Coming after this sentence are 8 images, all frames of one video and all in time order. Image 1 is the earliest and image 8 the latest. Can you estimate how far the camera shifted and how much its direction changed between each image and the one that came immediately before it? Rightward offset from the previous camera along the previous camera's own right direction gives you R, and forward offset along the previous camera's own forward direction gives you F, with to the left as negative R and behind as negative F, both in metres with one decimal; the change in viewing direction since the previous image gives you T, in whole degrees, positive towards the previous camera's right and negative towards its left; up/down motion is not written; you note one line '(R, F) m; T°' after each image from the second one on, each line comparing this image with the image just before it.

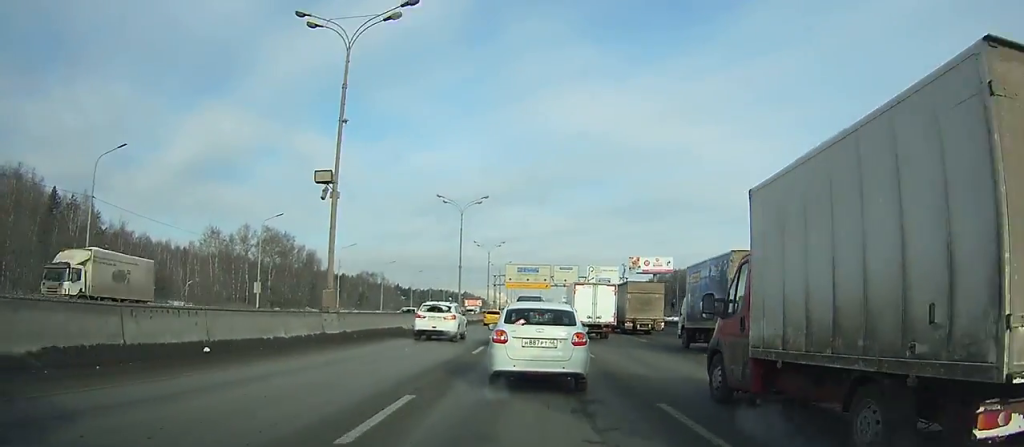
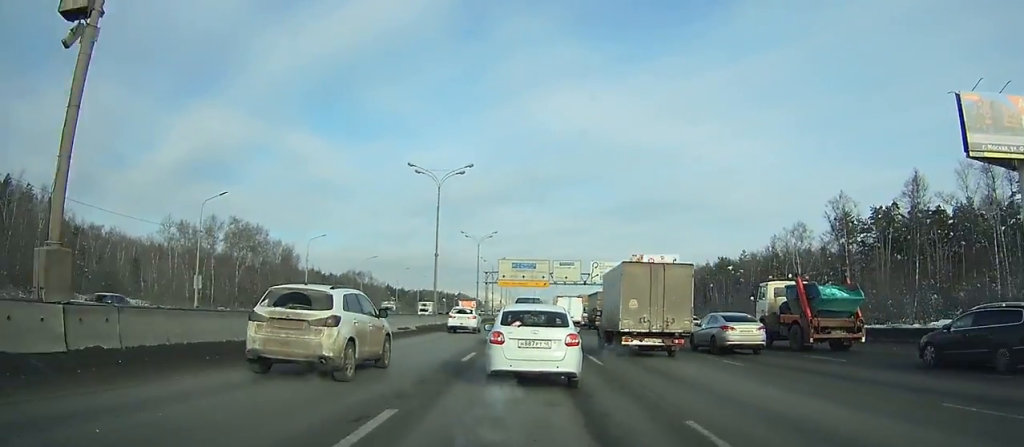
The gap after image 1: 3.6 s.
(+0.1, +14.5) m; 0°
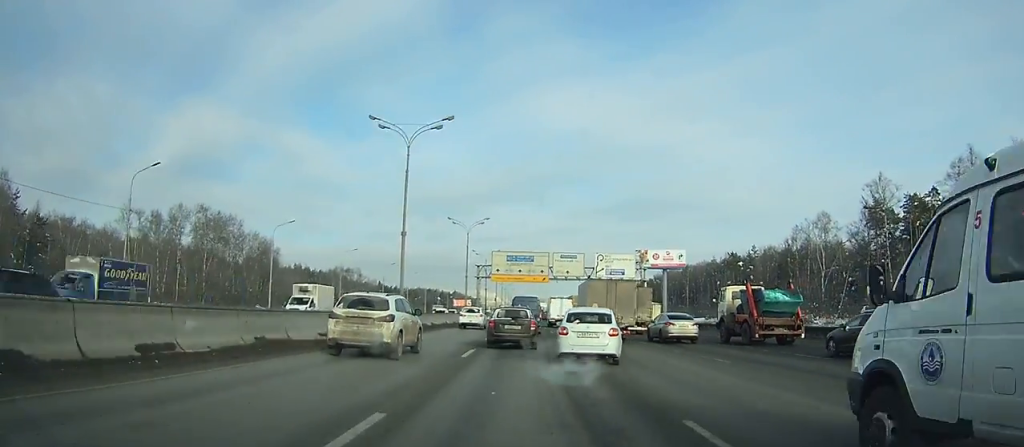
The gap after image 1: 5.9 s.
(0.0, +11.6) m; 0°
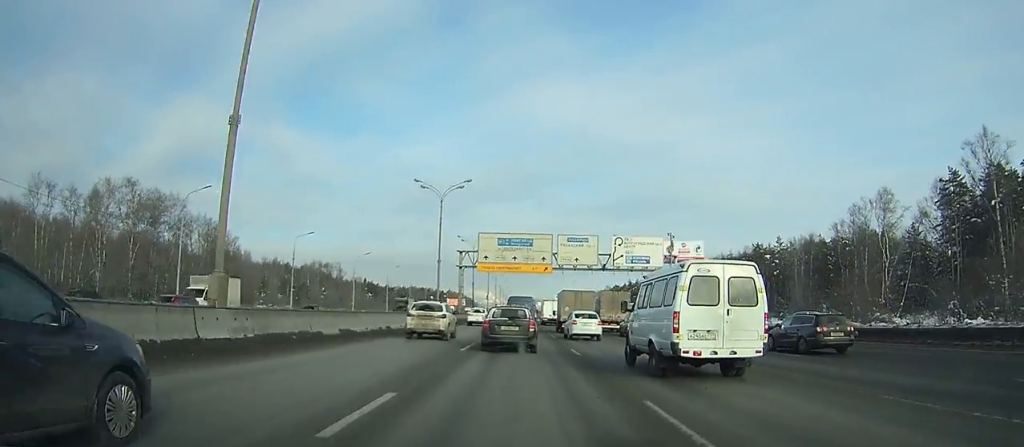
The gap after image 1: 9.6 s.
(0.0, +21.8) m; 0°
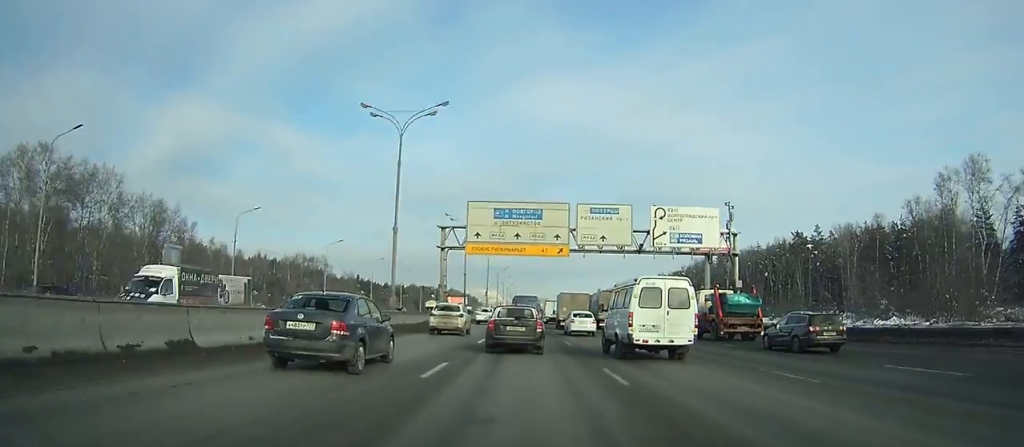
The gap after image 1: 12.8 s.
(-0.2, +20.3) m; -1°
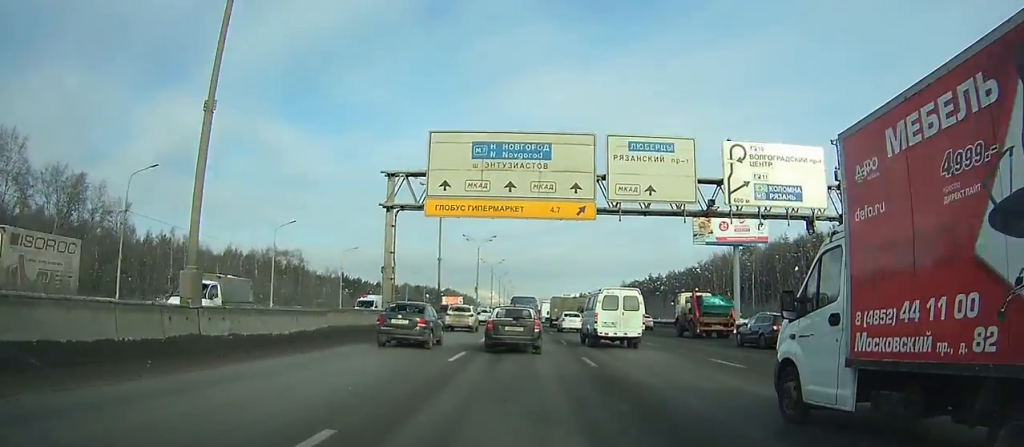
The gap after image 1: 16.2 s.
(0.0, +21.9) m; 0°
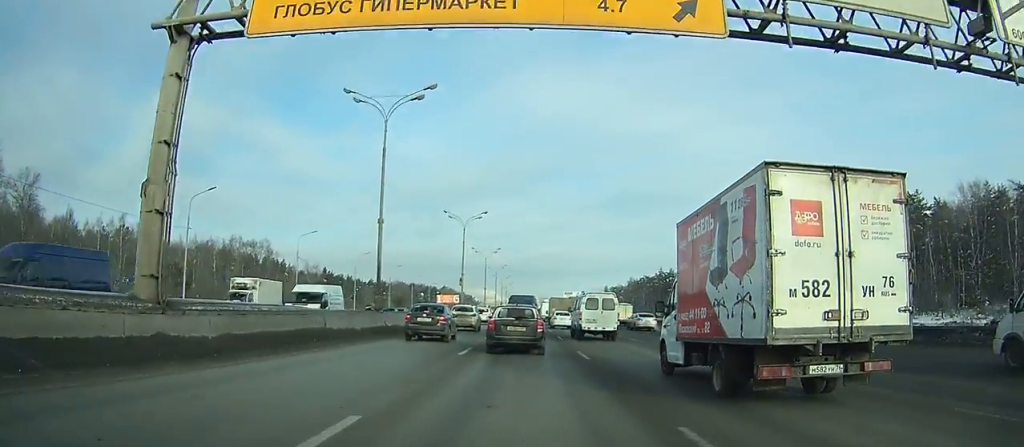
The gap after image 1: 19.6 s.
(+0.1, +21.2) m; 0°
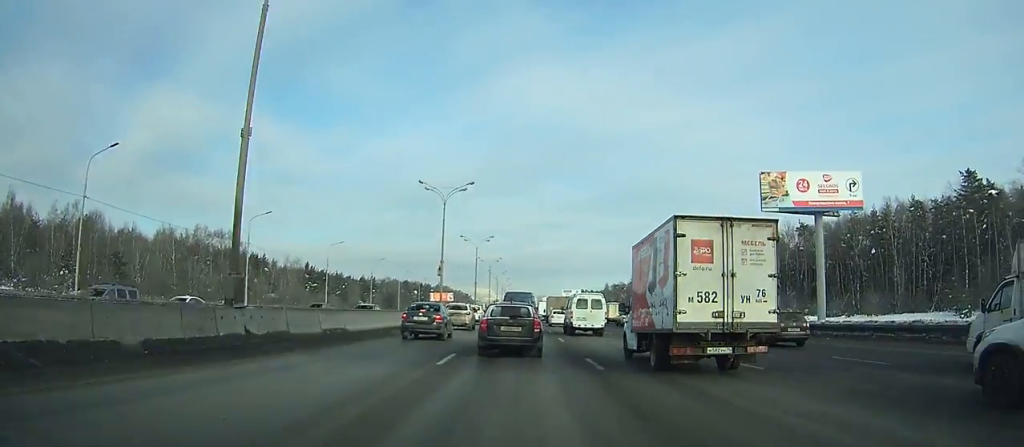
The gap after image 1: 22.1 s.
(0.0, +14.7) m; 0°
